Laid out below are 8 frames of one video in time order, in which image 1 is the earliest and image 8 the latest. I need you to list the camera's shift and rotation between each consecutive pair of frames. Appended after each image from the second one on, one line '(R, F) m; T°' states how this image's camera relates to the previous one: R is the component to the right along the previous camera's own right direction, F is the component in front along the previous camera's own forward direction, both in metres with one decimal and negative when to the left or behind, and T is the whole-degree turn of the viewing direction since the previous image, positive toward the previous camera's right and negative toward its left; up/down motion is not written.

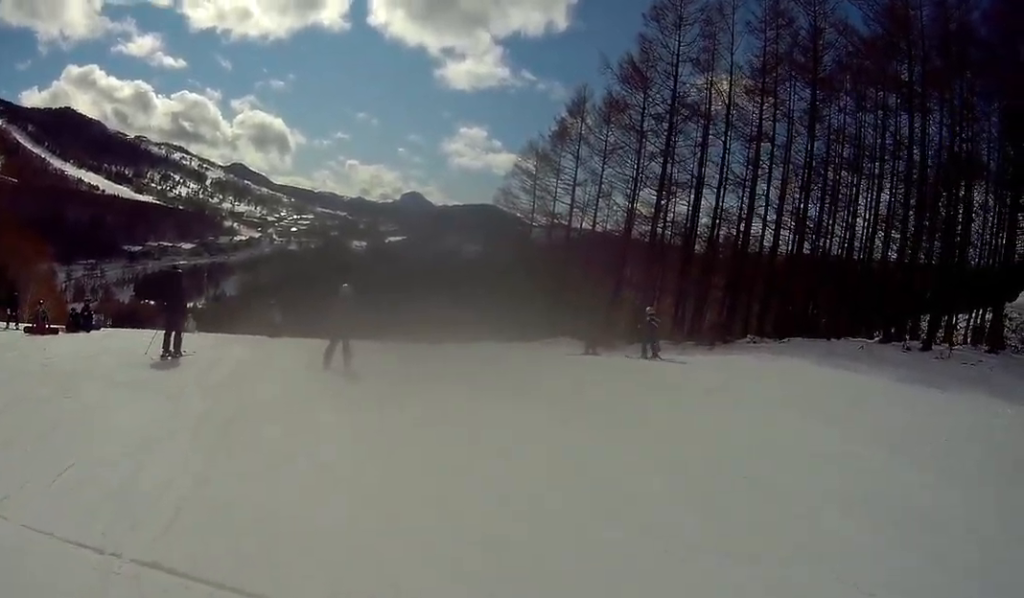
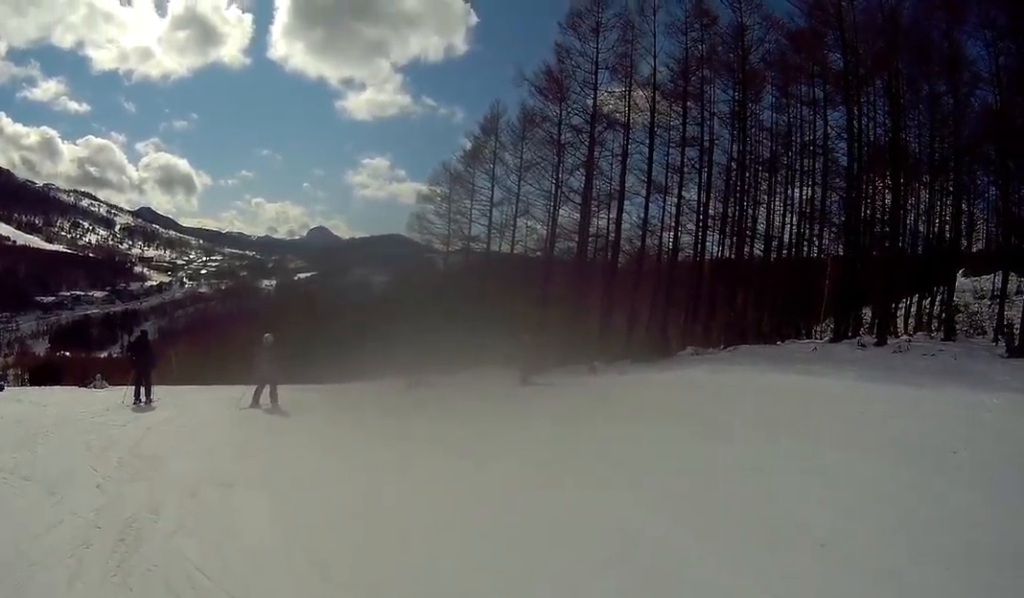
(-0.6, +3.8) m; +8°
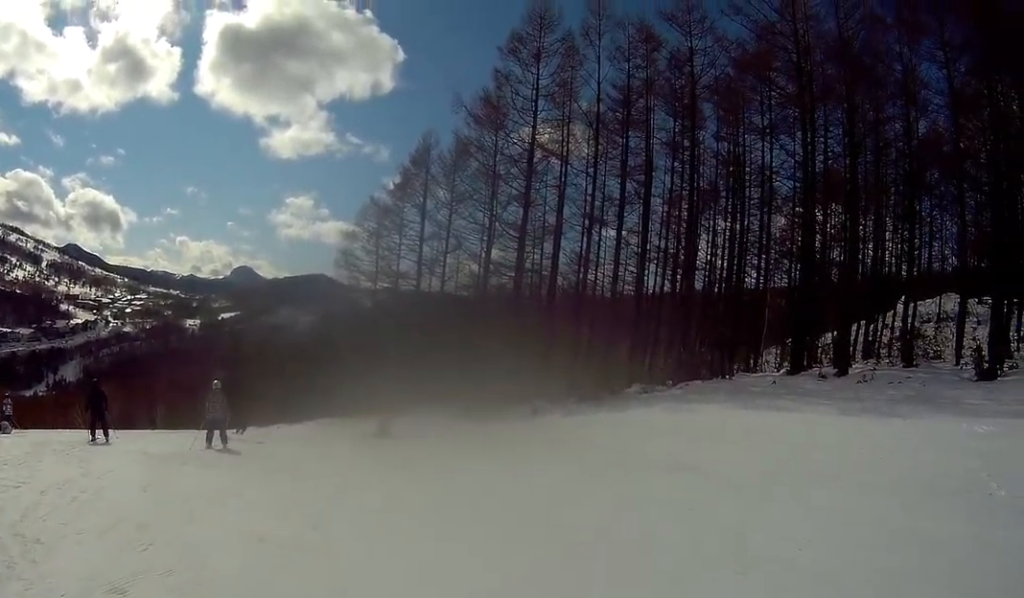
(+0.8, +3.9) m; +21°
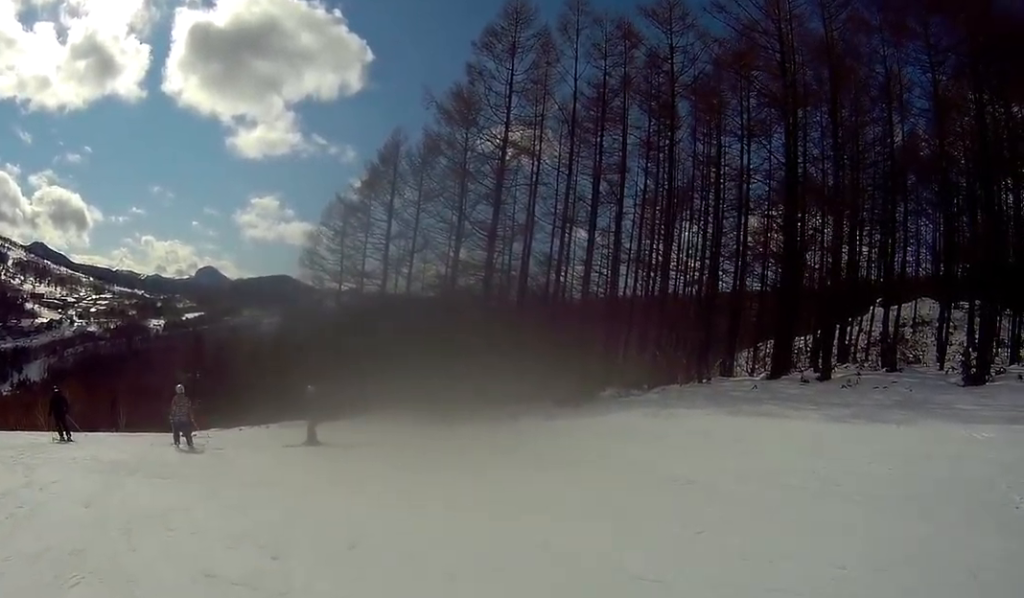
(+0.3, +2.5) m; +14°
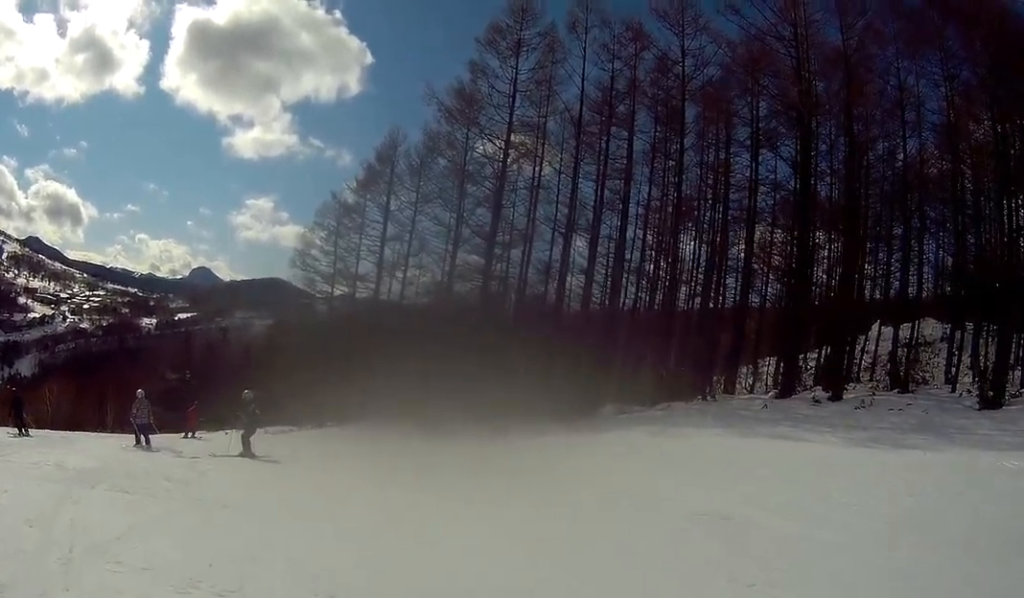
(+0.4, +3.2) m; +5°
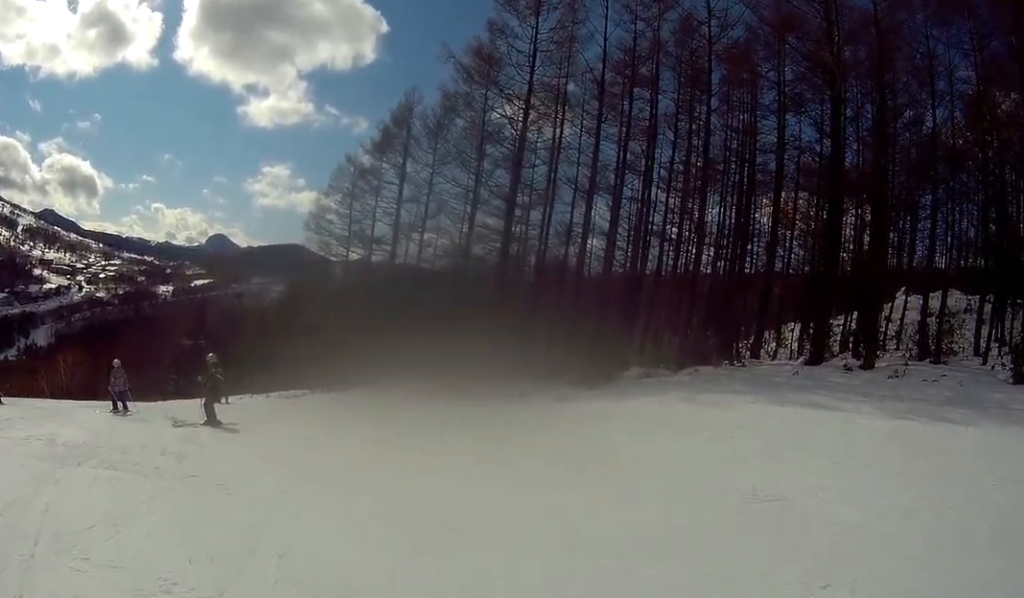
(+0.1, +2.4) m; +1°
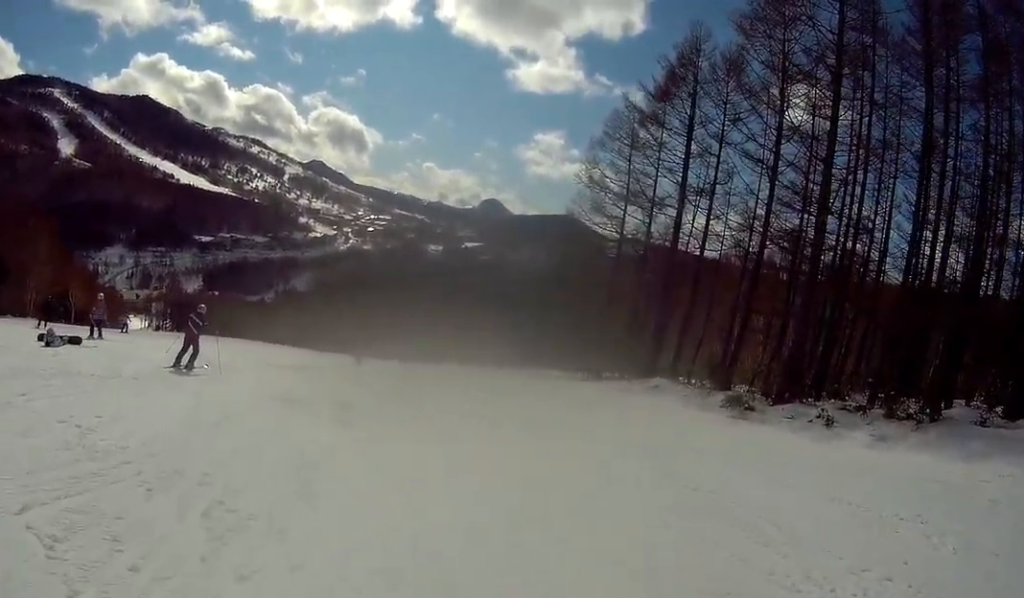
(-2.5, +11.2) m; -43°
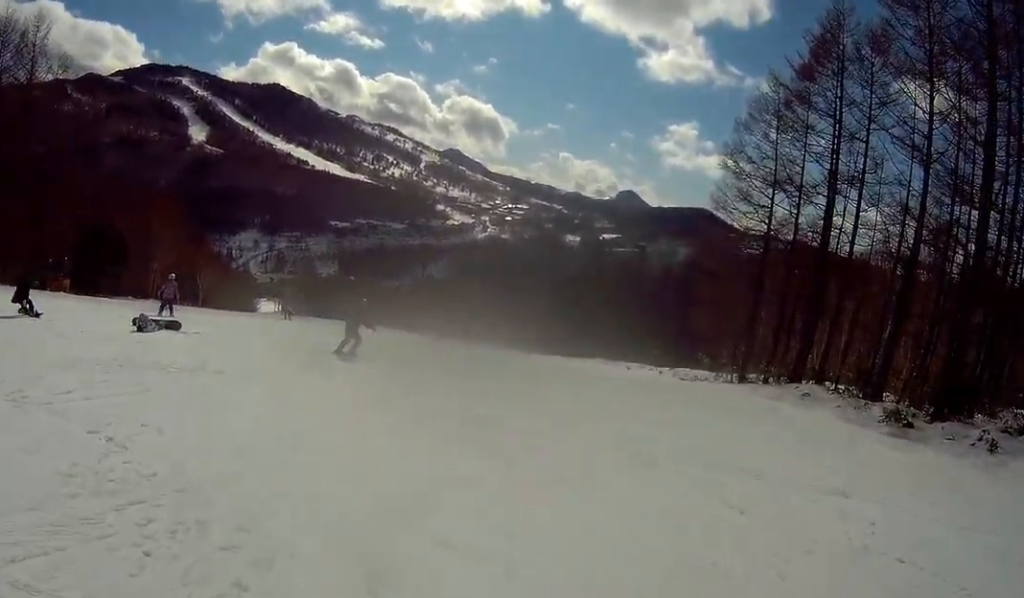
(-0.7, +2.5) m; -18°
